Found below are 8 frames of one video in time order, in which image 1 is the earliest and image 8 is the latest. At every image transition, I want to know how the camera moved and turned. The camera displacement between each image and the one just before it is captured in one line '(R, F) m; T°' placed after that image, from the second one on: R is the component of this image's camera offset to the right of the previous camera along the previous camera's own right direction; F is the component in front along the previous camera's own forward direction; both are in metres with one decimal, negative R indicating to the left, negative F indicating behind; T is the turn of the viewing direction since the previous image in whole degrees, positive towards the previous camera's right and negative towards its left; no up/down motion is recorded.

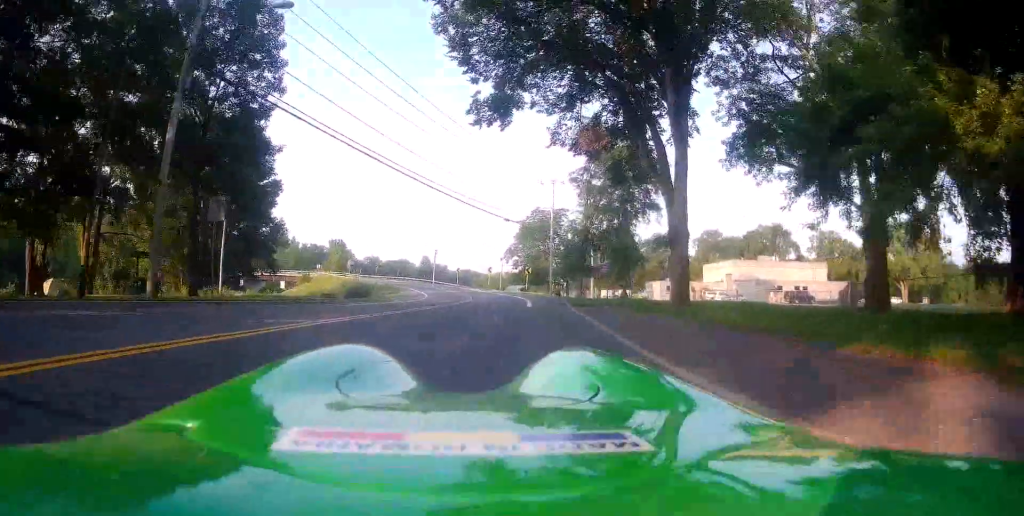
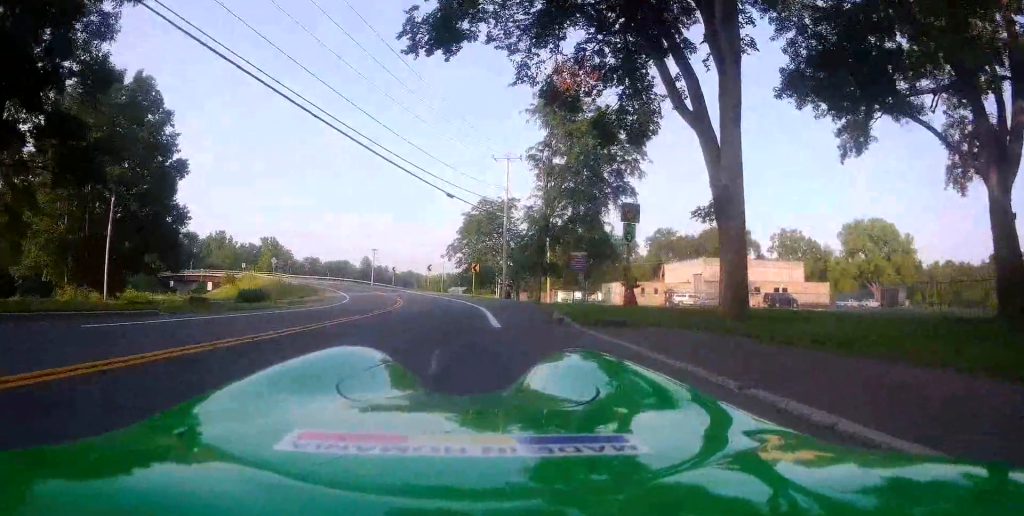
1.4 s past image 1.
(0.0, +12.0) m; 0°
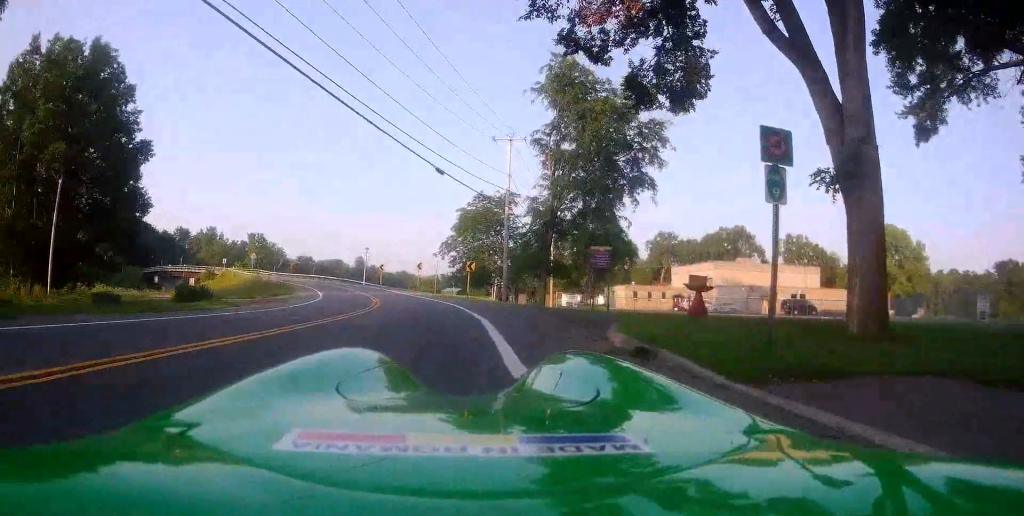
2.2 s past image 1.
(+0.1, +7.2) m; 0°
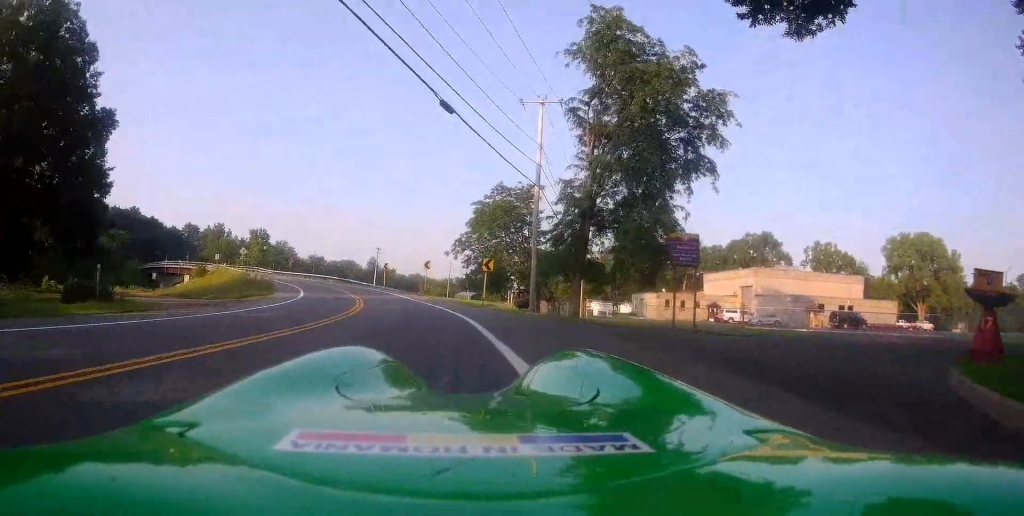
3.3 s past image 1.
(-0.1, +9.3) m; +2°
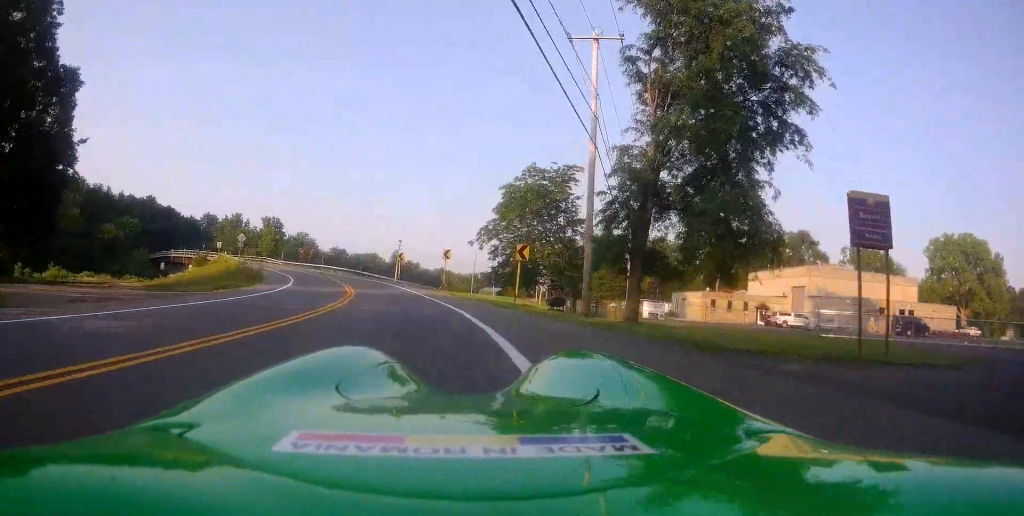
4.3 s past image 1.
(+0.5, +8.8) m; -1°
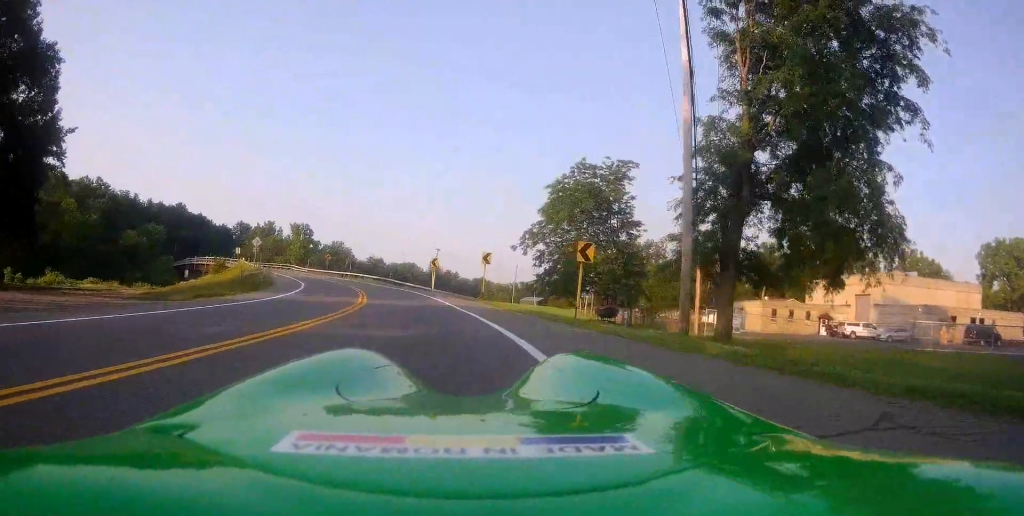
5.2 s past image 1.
(-0.4, +7.0) m; -4°
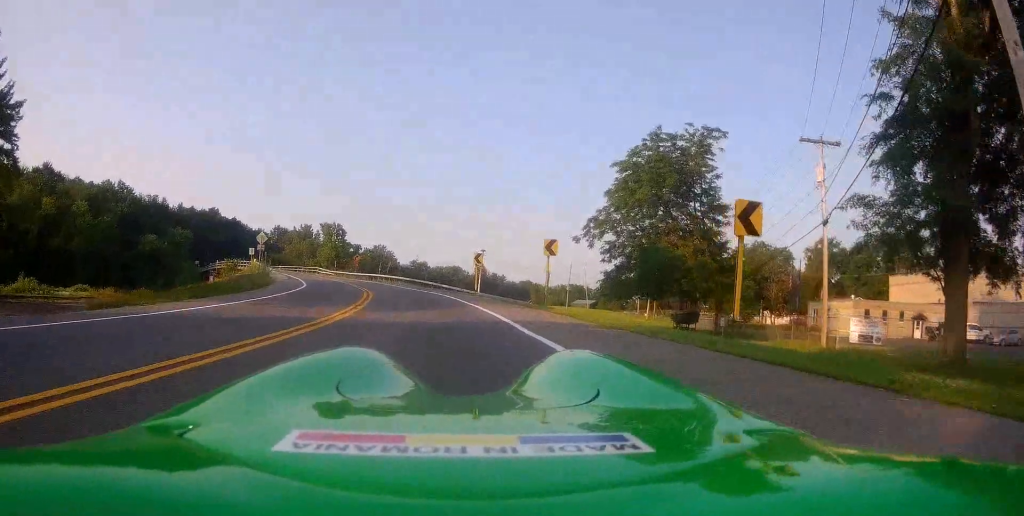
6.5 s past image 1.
(-0.6, +10.7) m; -5°
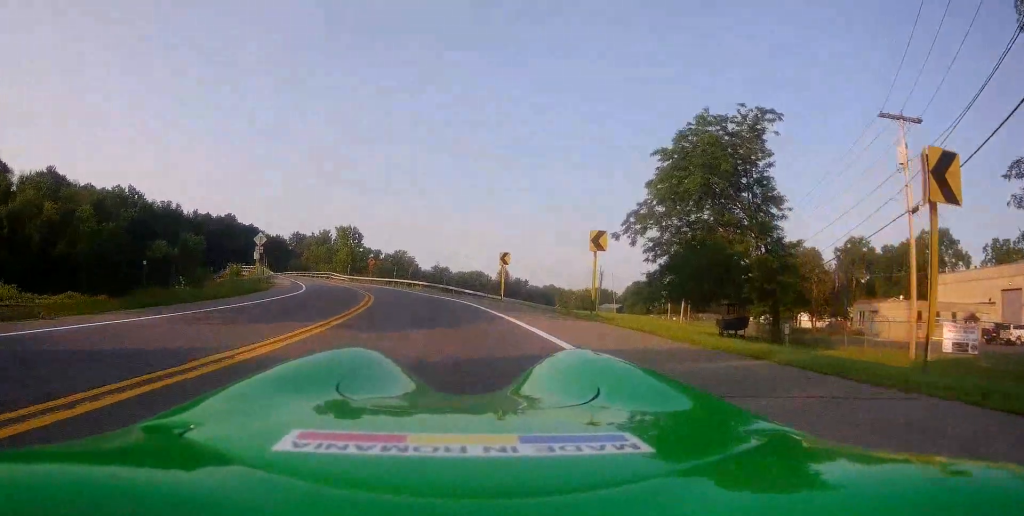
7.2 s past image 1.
(-0.3, +5.7) m; -1°
